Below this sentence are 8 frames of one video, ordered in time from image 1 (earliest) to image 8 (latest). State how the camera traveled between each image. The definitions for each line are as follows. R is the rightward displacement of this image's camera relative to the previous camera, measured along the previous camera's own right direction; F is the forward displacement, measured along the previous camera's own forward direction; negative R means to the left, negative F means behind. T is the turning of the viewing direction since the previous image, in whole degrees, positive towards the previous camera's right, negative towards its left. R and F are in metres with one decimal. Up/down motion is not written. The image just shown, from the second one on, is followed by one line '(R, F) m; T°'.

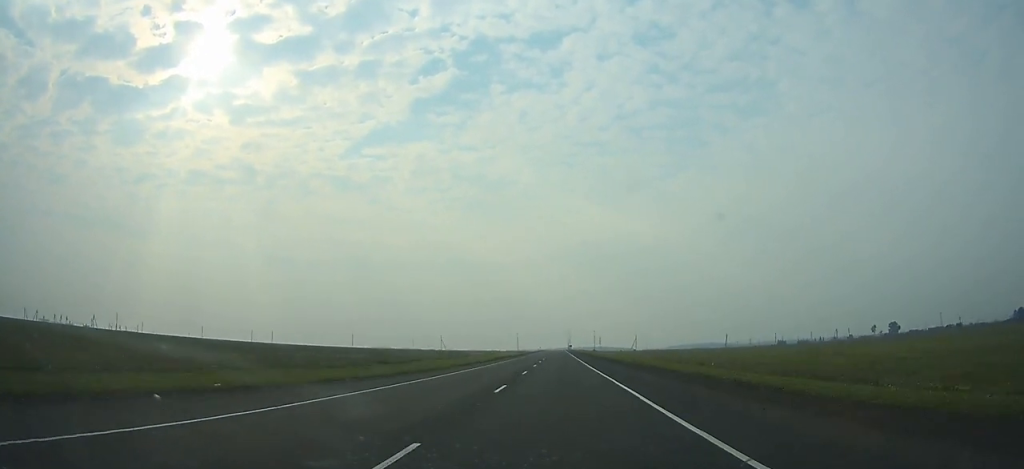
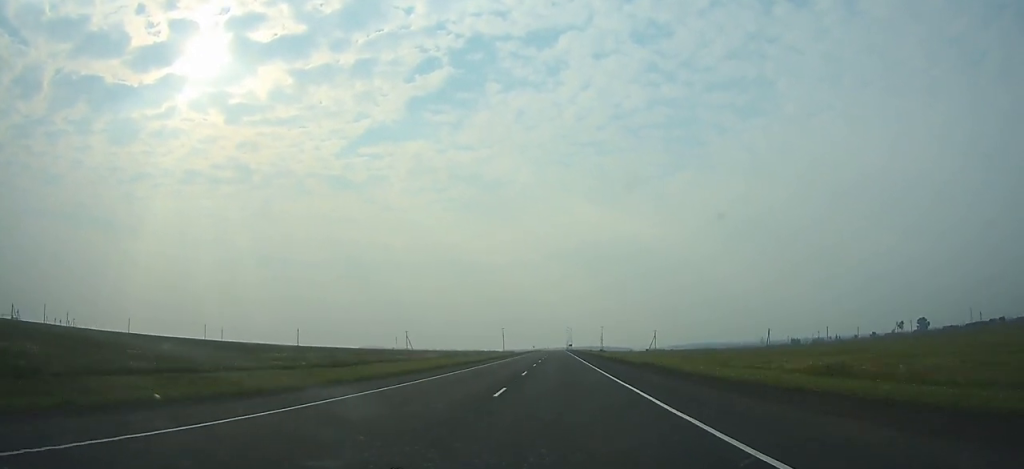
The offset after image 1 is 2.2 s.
(+1.2, +73.8) m; +1°
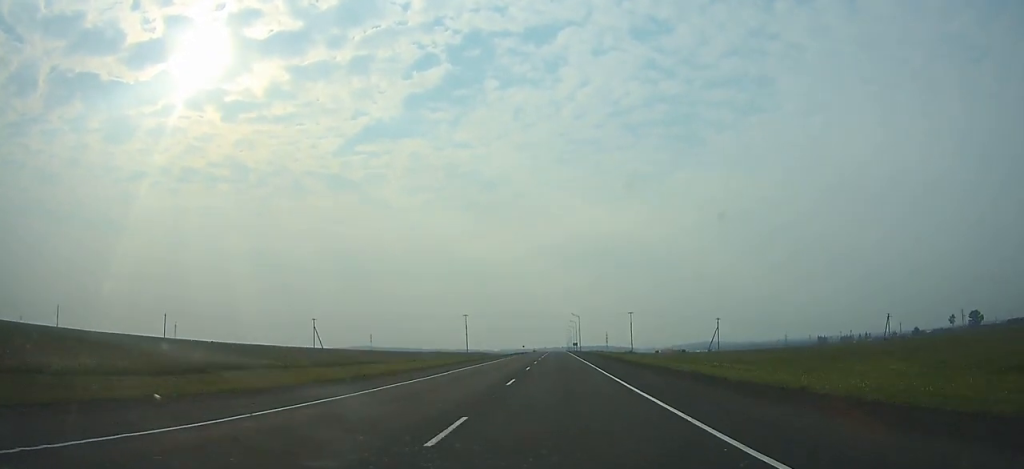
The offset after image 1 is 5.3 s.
(+0.8, +103.0) m; 0°
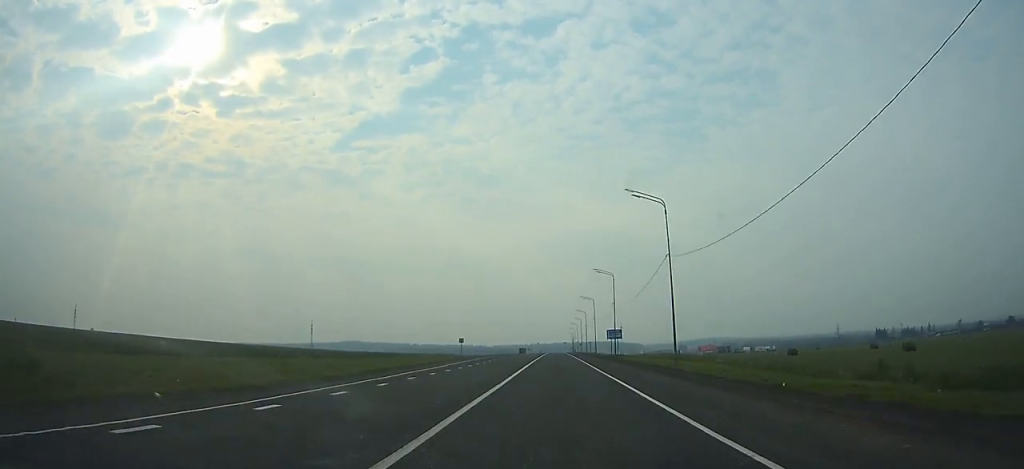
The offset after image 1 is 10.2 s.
(0.0, +159.4) m; 0°
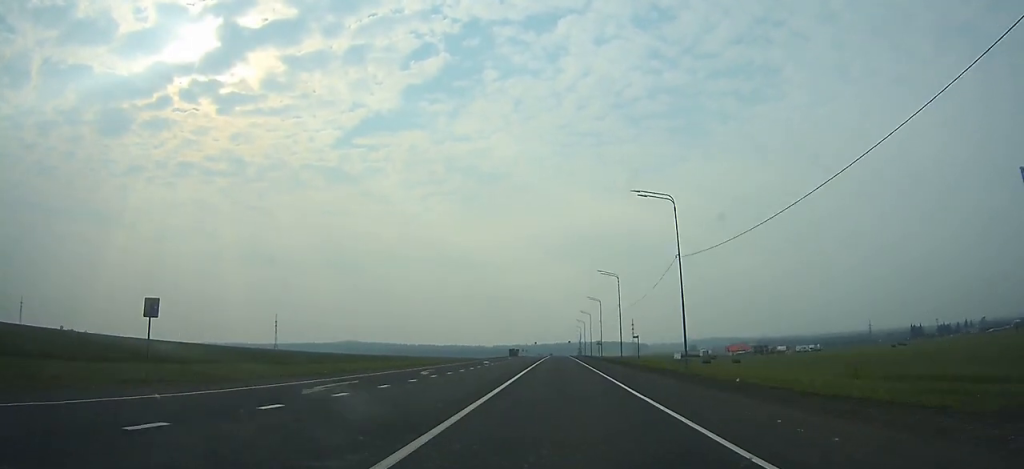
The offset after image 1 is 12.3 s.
(0.0, +68.4) m; 0°
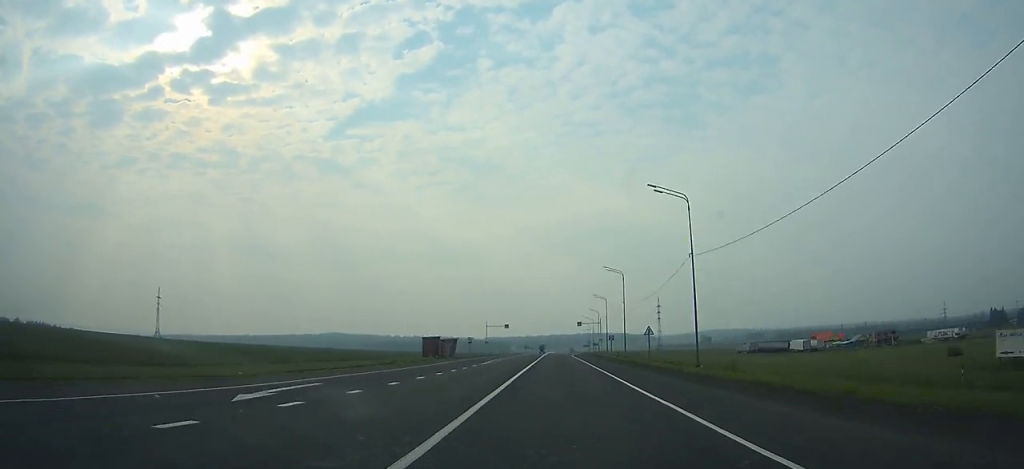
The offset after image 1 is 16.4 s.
(-0.1, +137.8) m; 0°
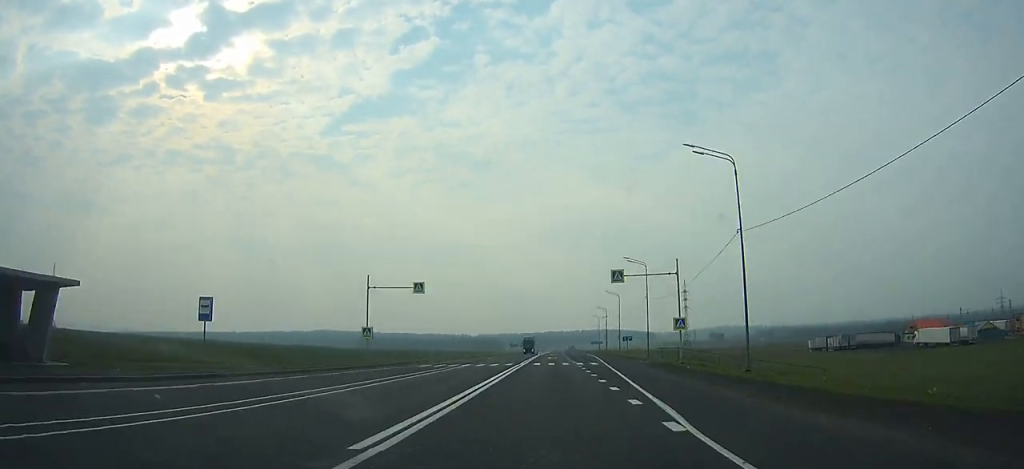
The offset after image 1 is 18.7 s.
(0.0, +74.4) m; 0°
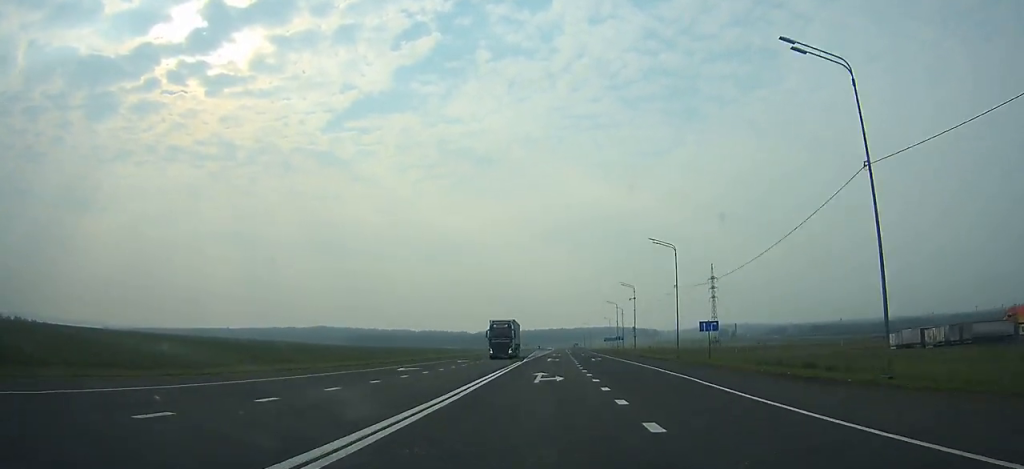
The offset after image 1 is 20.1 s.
(0.0, +43.1) m; 0°
